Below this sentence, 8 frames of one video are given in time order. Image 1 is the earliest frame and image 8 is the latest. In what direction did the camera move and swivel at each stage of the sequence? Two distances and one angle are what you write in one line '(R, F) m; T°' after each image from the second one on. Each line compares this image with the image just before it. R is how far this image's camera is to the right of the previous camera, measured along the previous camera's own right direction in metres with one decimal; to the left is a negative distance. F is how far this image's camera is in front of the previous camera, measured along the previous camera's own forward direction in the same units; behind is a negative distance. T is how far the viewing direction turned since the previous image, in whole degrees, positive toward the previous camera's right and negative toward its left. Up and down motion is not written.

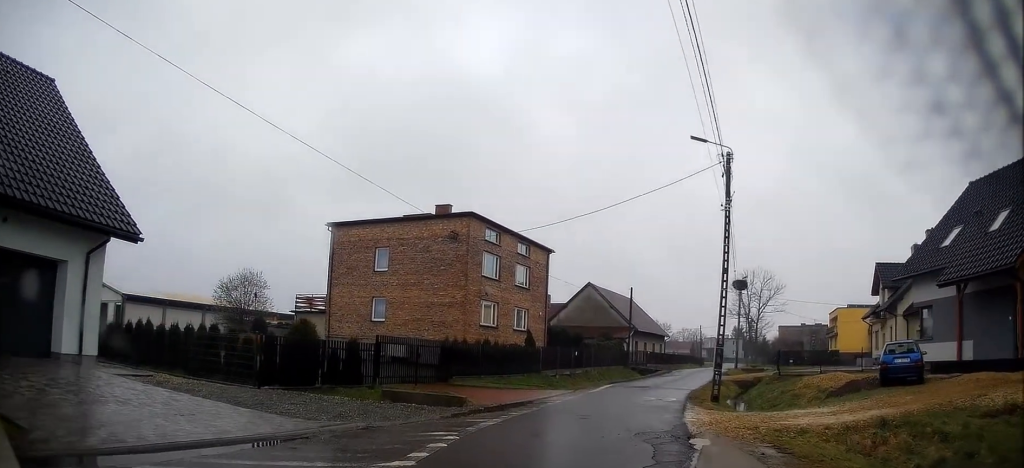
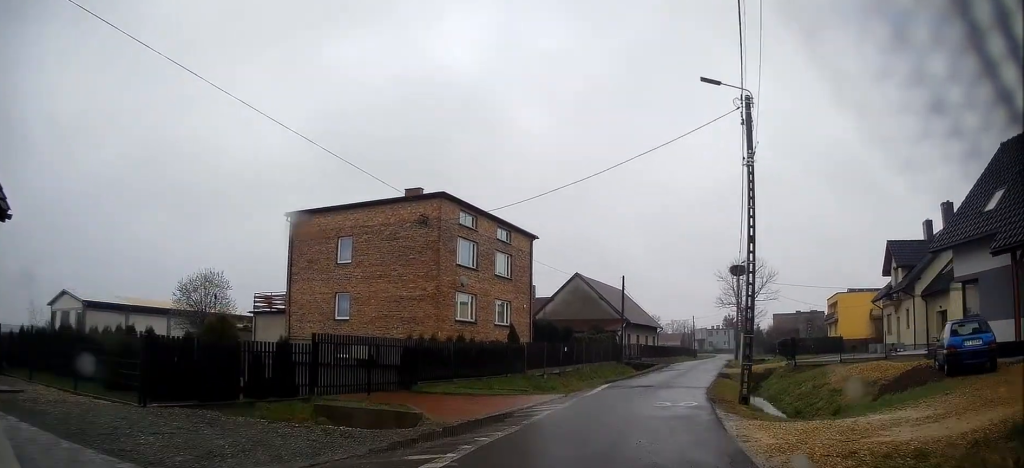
(-0.1, +4.3) m; +2°
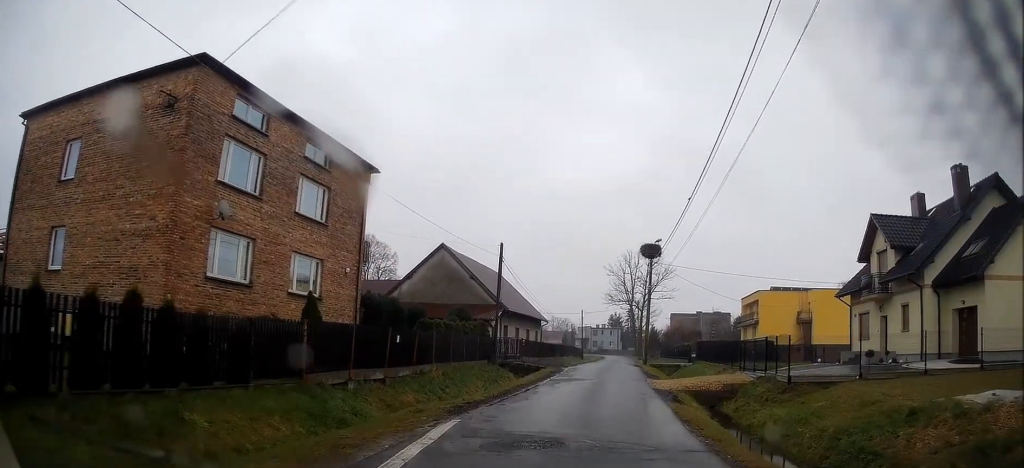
(+1.3, +13.5) m; +10°
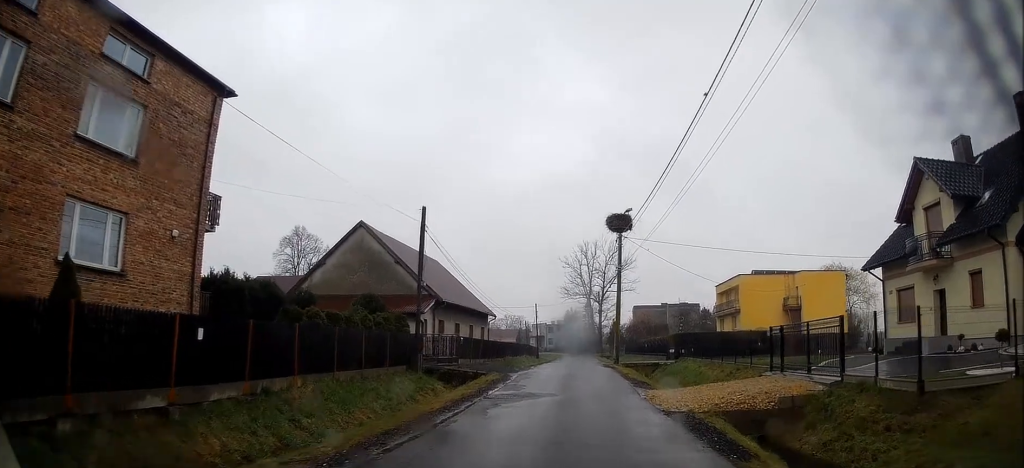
(+0.4, +9.7) m; +4°
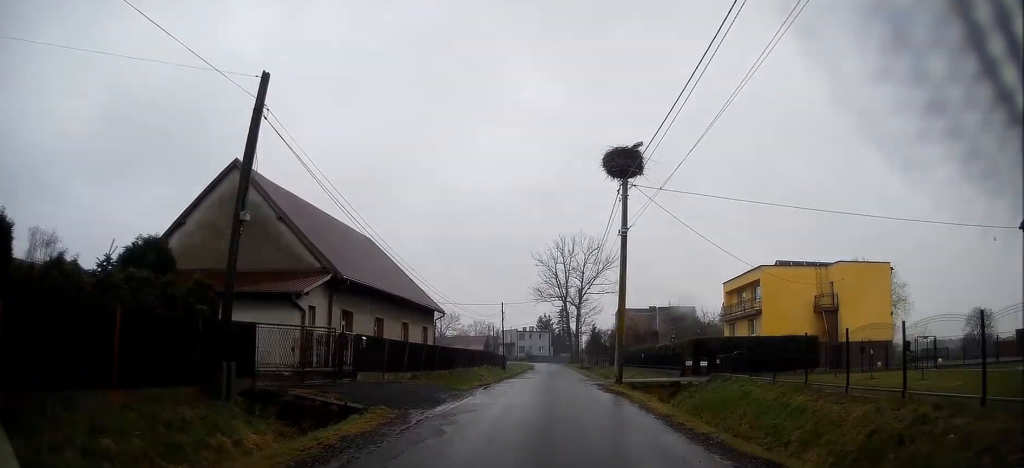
(+0.4, +14.2) m; +2°
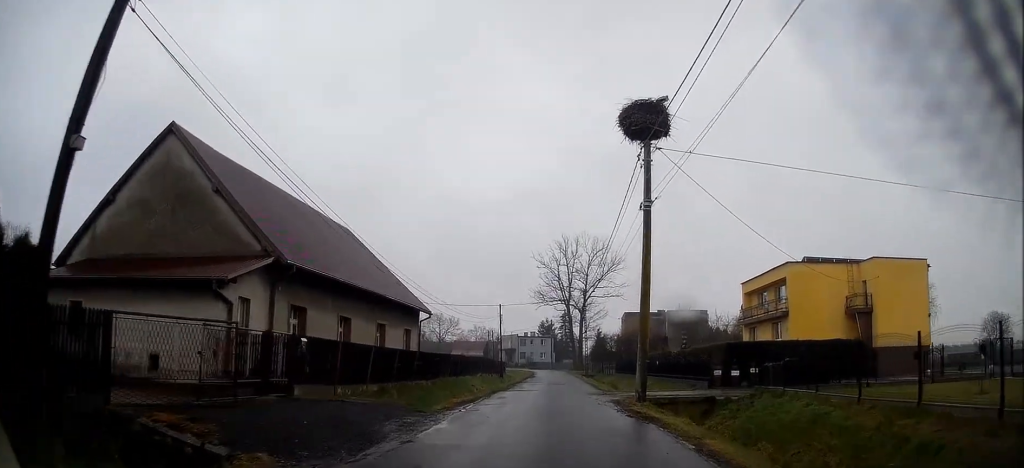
(0.0, +5.6) m; 0°
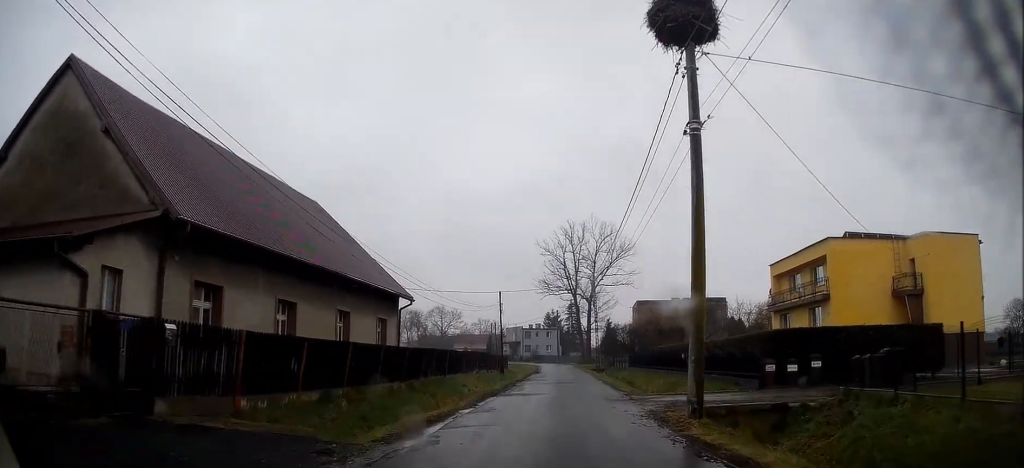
(0.0, +6.3) m; 0°
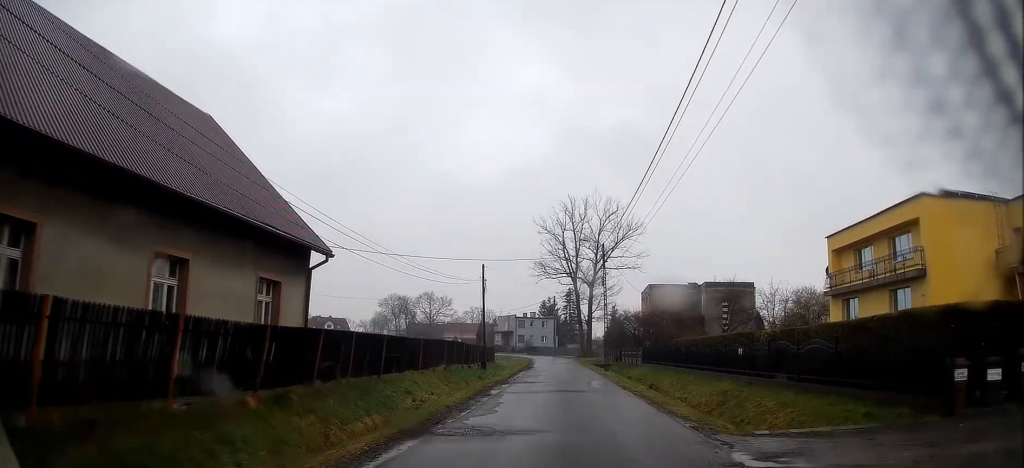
(0.0, +11.6) m; +1°
